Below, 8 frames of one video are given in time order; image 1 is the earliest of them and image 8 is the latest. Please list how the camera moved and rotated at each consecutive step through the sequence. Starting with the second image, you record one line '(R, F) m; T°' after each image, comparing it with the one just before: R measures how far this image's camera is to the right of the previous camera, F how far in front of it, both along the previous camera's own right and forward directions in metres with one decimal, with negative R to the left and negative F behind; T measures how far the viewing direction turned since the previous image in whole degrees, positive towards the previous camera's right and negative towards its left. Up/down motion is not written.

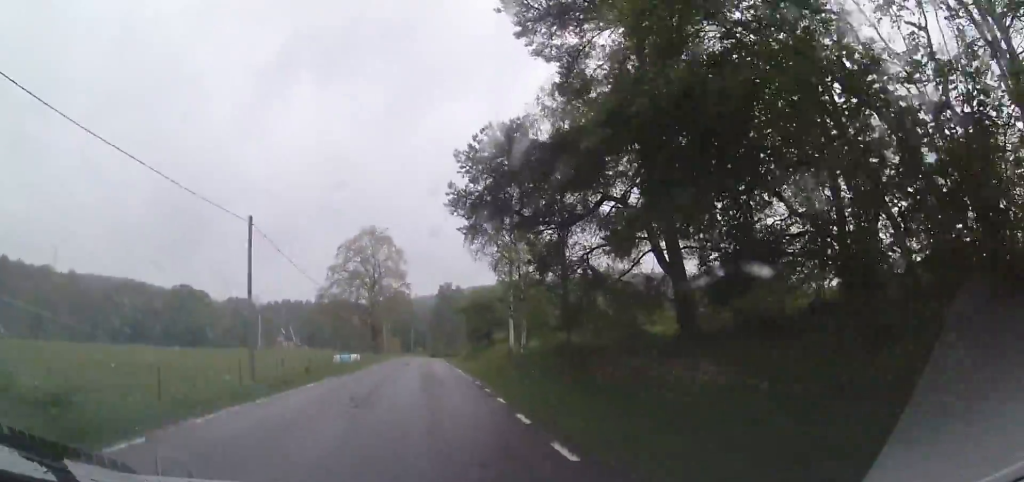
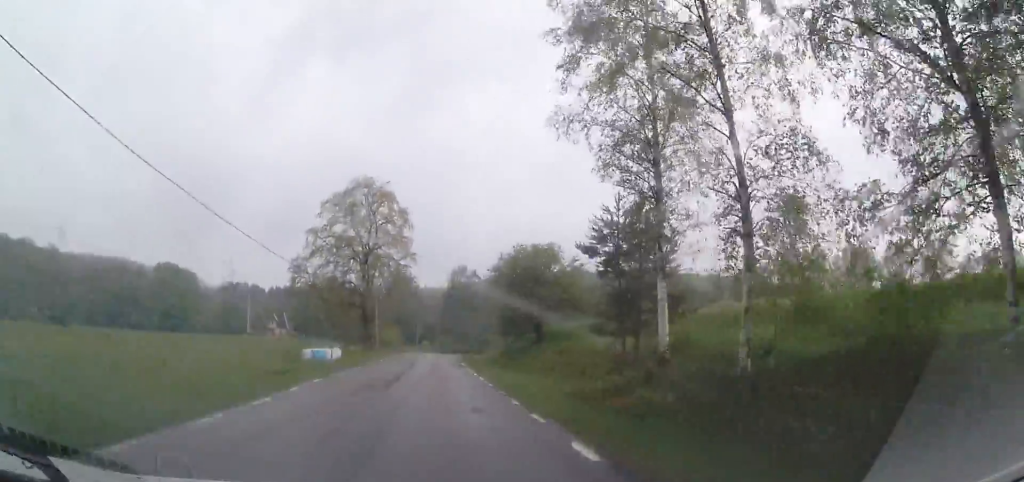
(+0.2, +20.9) m; +1°
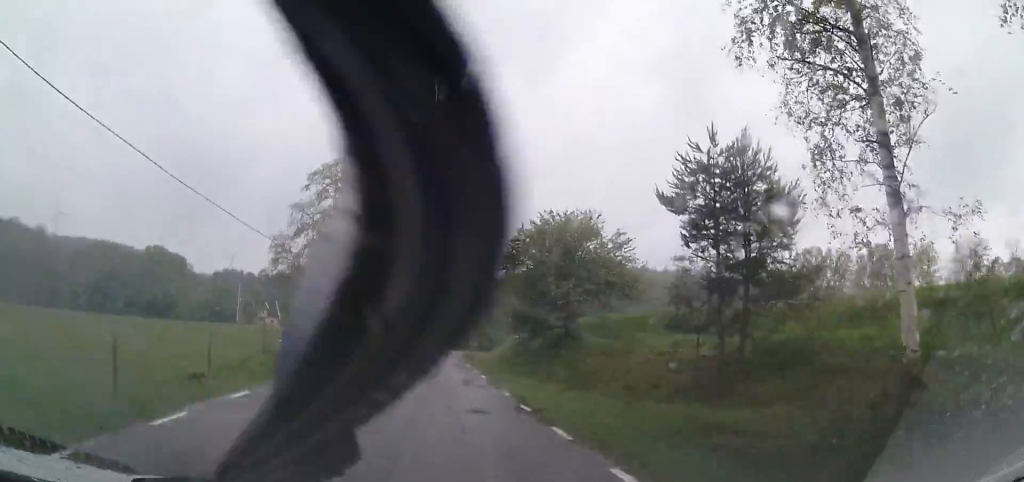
(0.0, +7.4) m; 0°
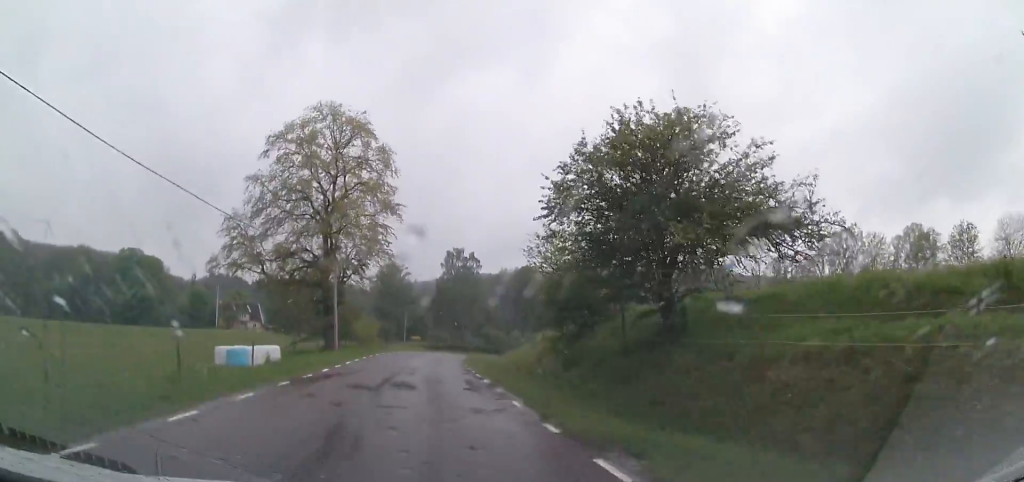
(-0.1, +11.1) m; -1°
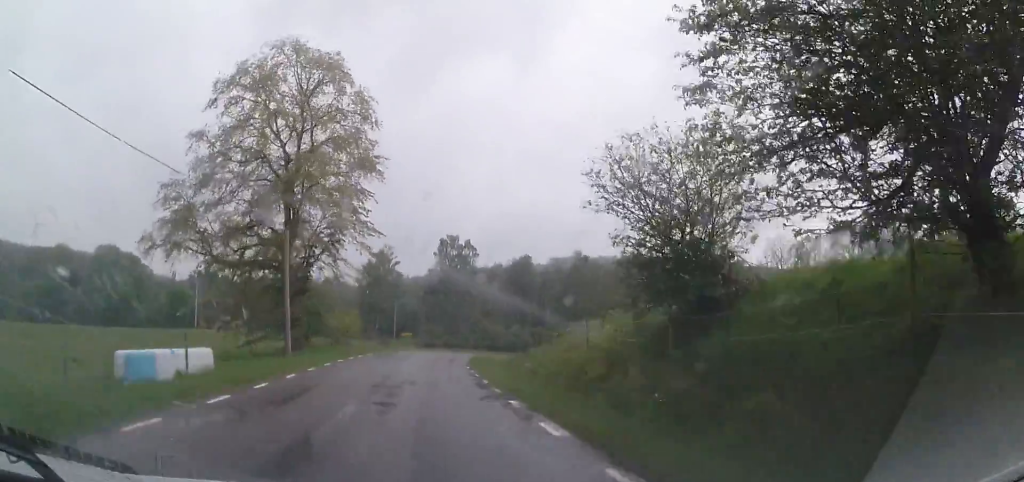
(0.0, +9.6) m; 0°
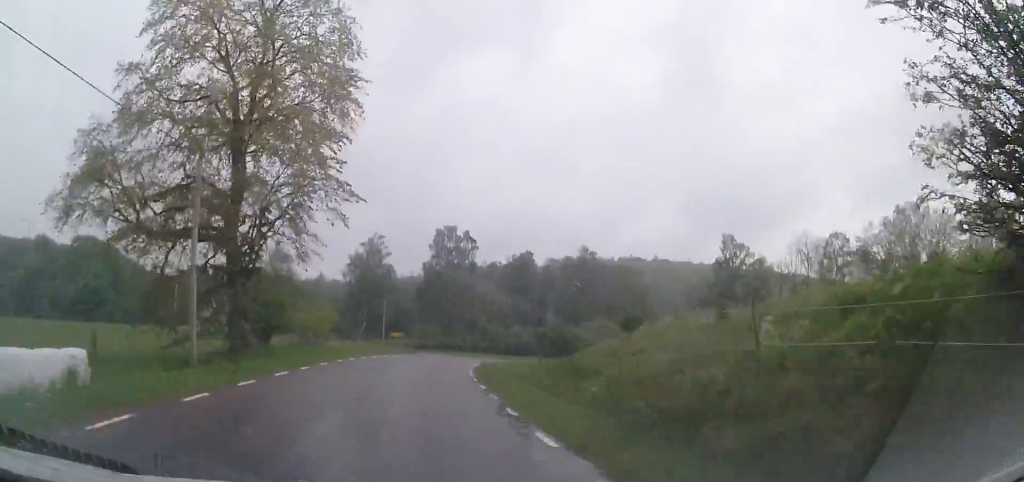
(0.0, +9.0) m; +1°
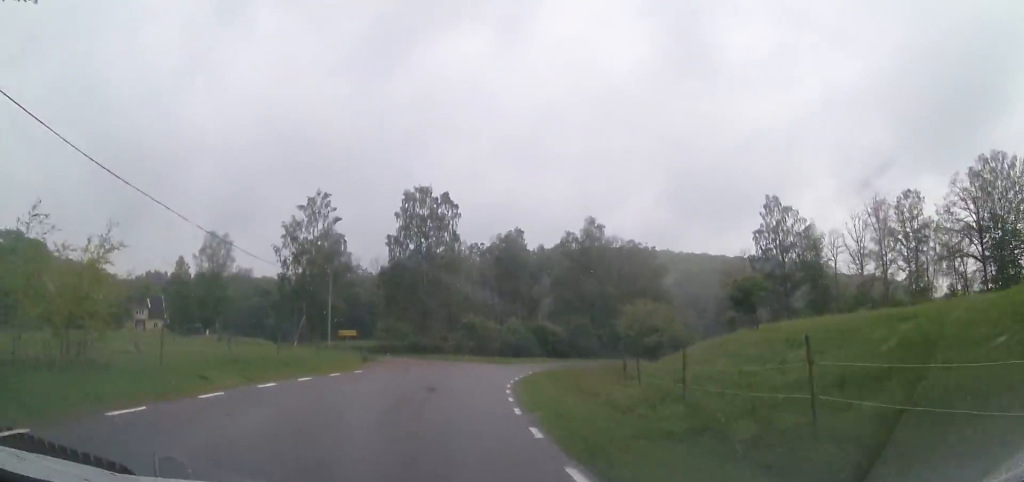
(+1.7, +22.0) m; +10°
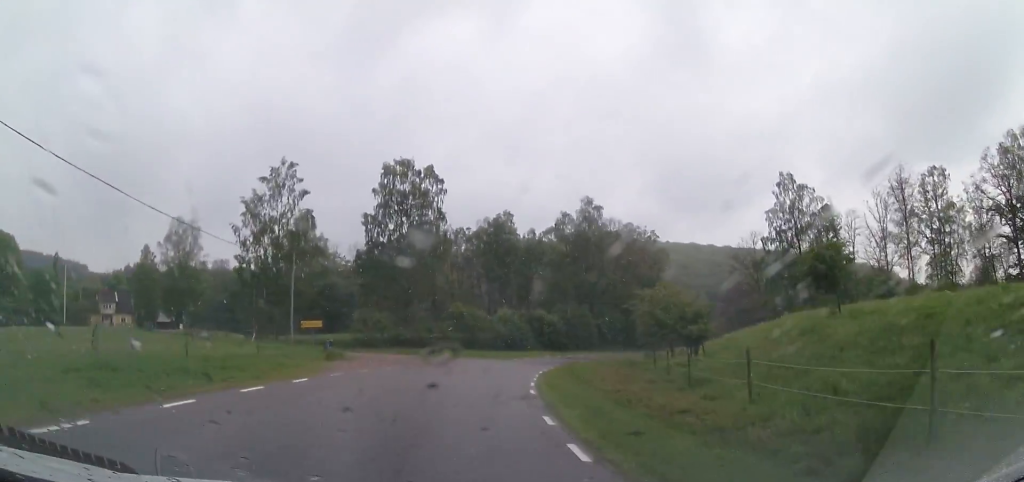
(+0.3, +7.3) m; +3°
